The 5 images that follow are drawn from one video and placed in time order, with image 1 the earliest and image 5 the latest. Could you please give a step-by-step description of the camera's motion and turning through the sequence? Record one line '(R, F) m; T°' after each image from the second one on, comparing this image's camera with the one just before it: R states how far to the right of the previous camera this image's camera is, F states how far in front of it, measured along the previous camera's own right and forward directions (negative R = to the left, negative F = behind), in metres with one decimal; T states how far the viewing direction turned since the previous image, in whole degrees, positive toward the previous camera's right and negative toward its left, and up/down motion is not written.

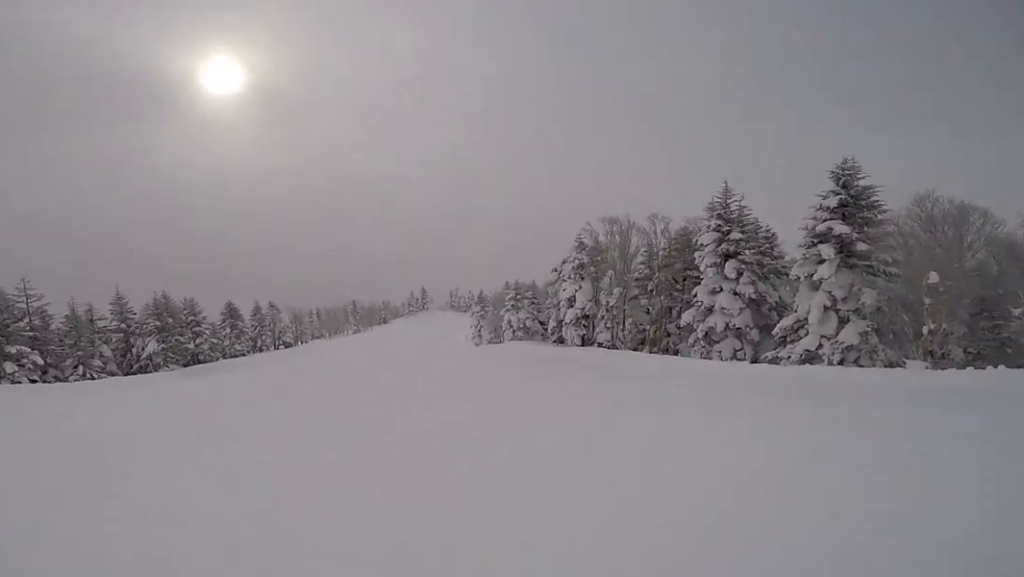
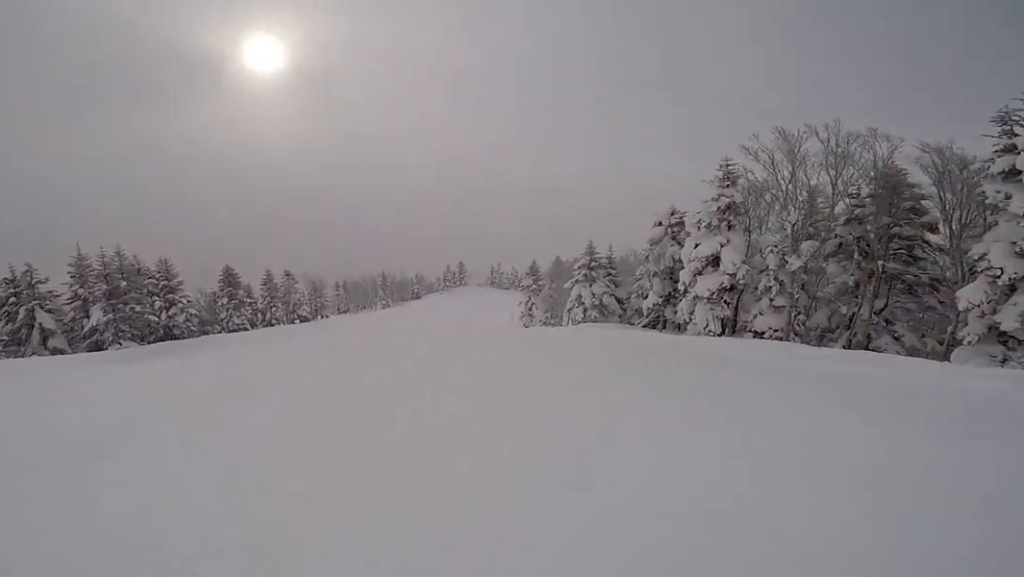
(-0.3, +11.1) m; 0°
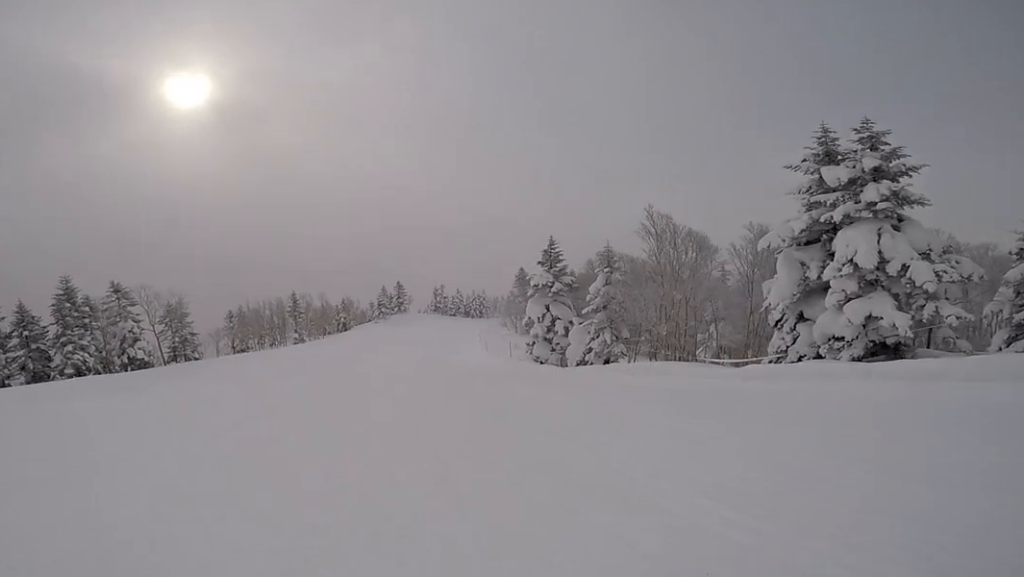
(+3.0, +25.7) m; +7°
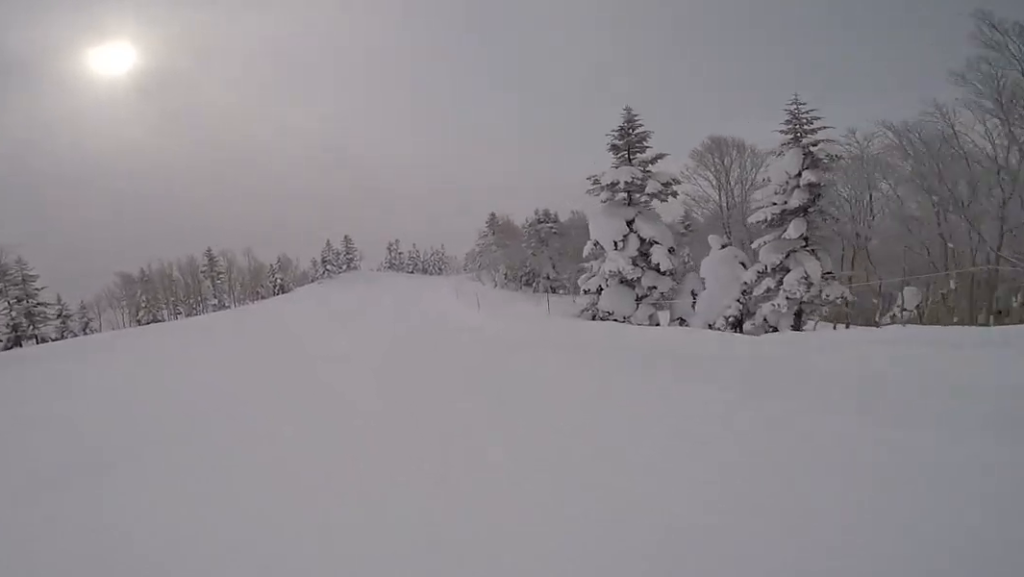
(-0.7, +13.5) m; +1°
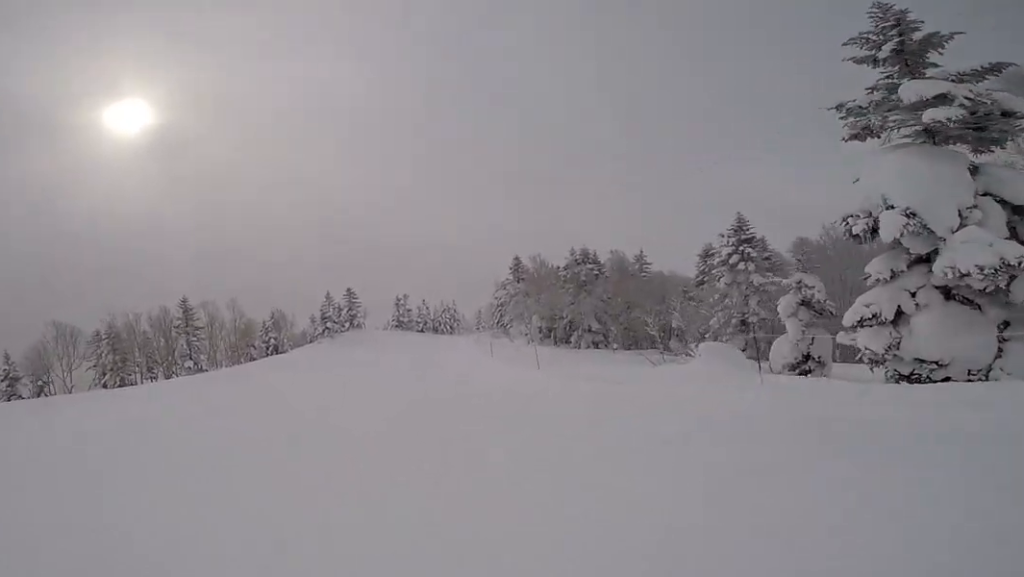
(+0.7, +9.4) m; +4°
